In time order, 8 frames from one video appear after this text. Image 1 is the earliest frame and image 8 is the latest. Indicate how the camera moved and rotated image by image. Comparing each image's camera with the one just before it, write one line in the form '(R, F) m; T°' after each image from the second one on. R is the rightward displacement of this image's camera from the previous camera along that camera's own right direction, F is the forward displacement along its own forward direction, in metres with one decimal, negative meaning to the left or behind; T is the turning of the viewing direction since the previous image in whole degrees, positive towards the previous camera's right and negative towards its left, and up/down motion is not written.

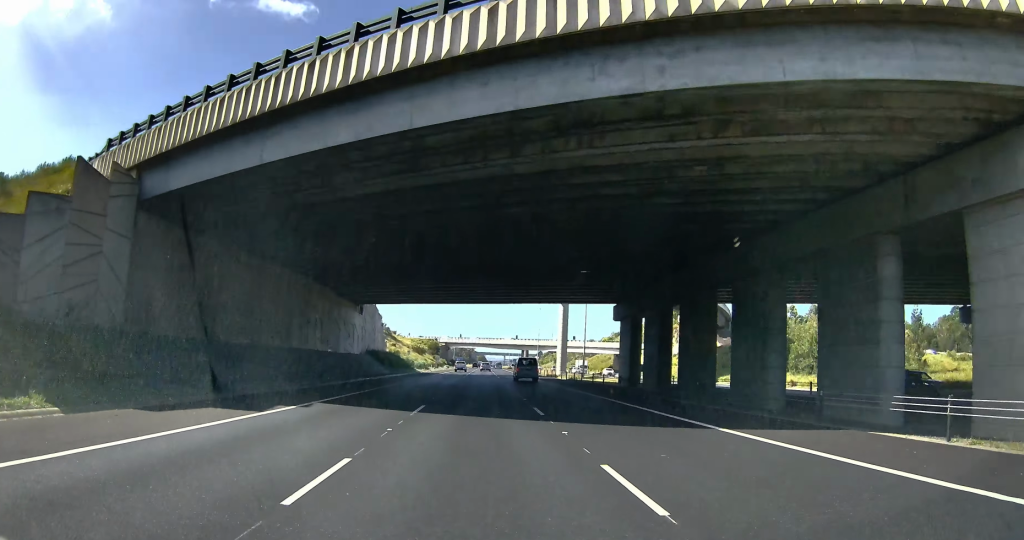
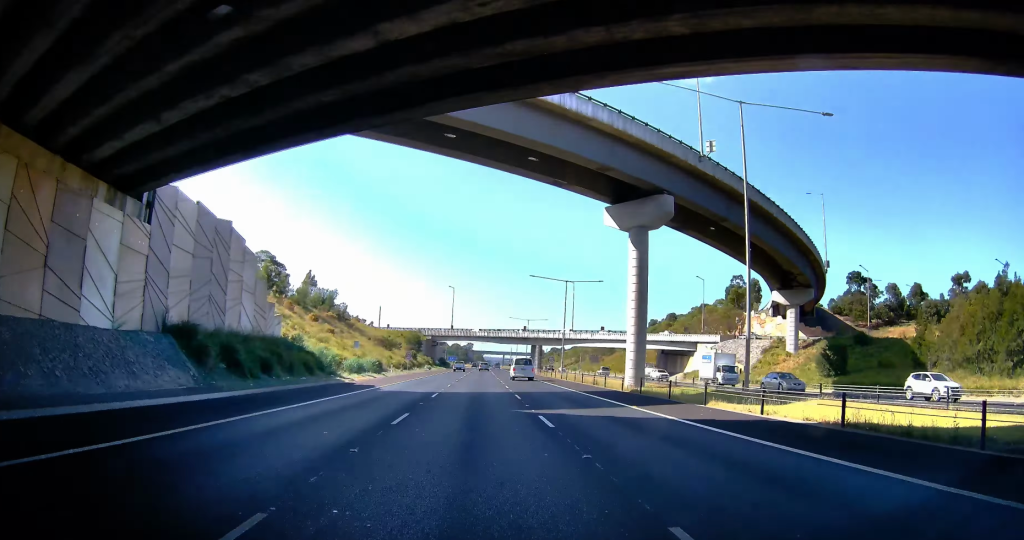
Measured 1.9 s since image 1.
(-0.4, +50.9) m; -1°
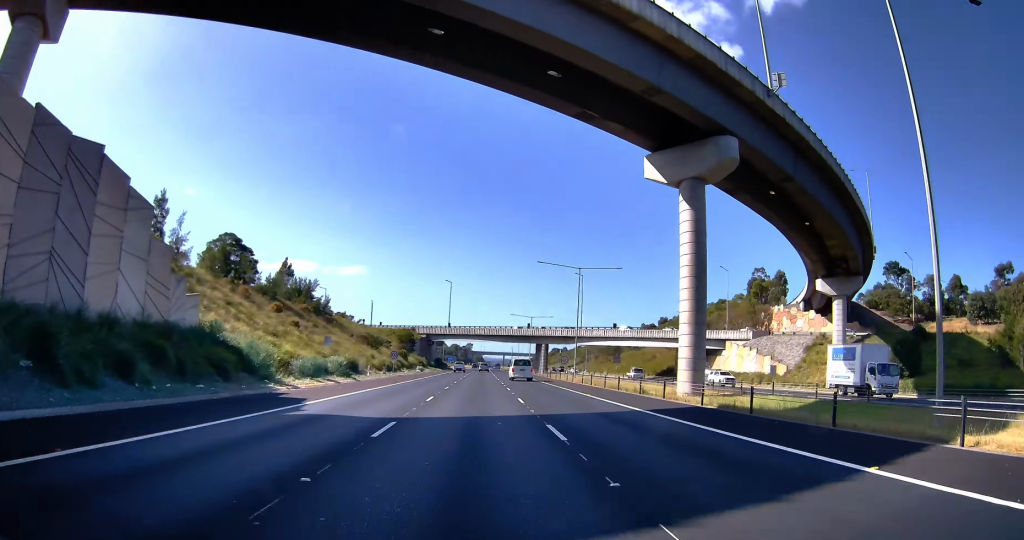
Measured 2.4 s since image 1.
(+0.2, +14.3) m; -1°
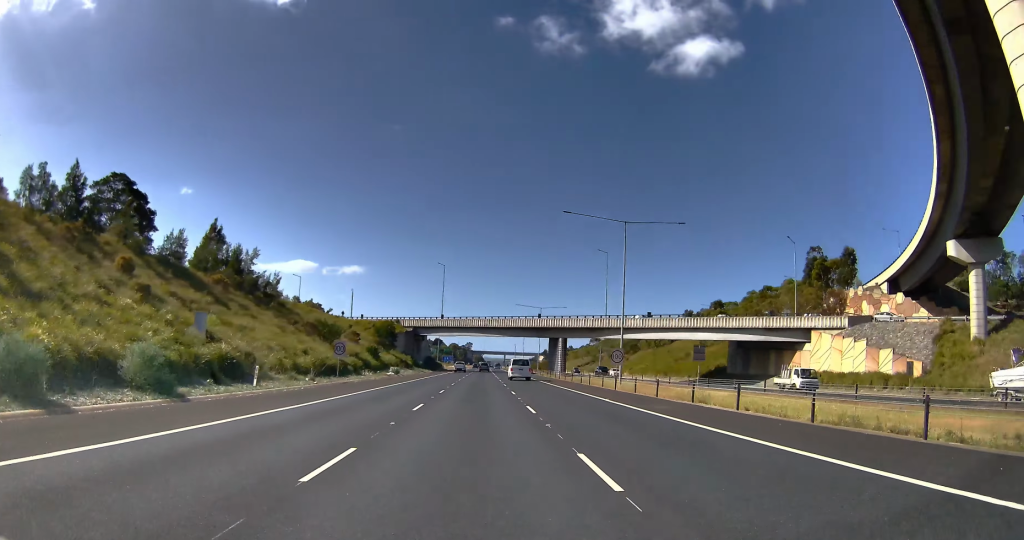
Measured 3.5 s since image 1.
(-0.8, +28.4) m; -2°
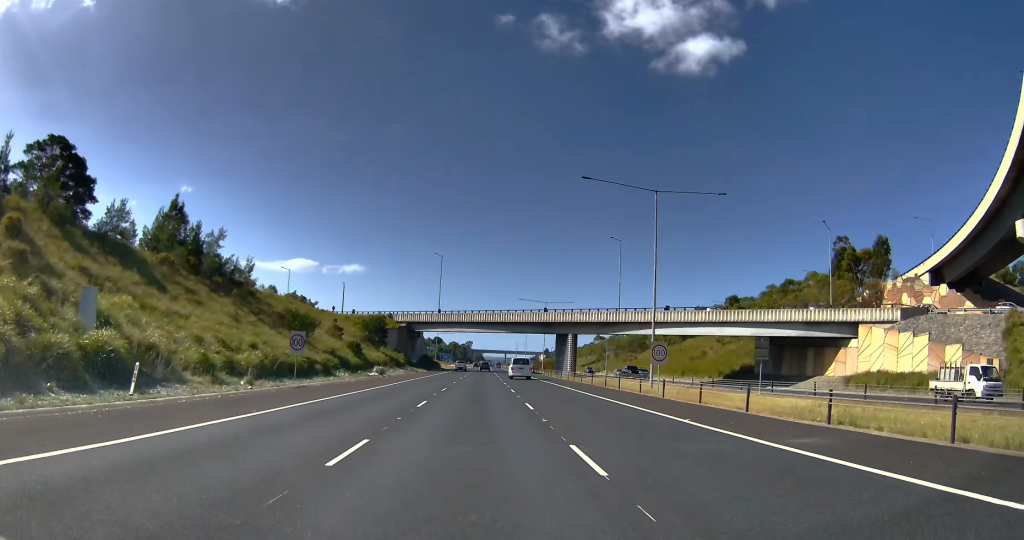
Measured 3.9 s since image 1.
(-0.1, +10.4) m; 0°
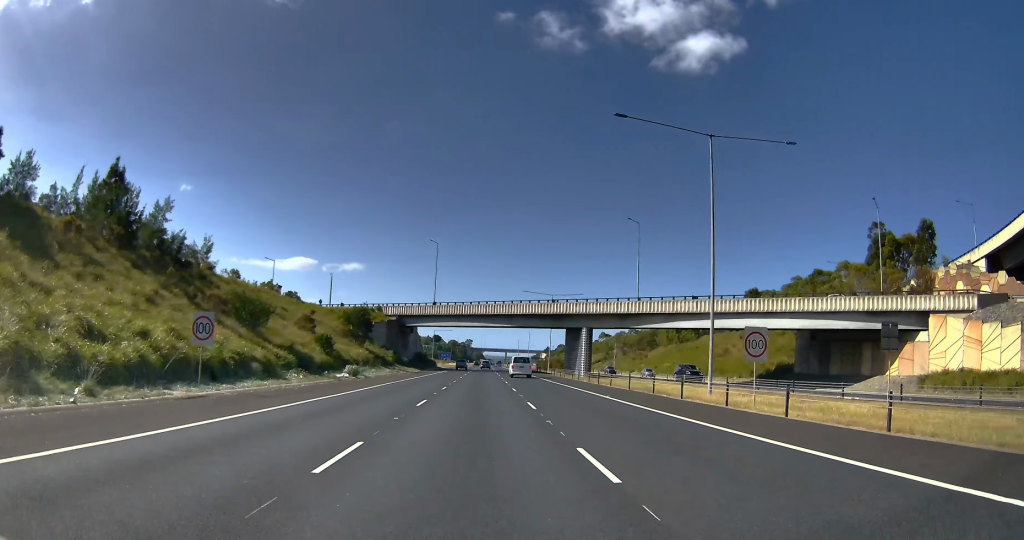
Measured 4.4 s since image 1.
(0.0, +12.2) m; 0°
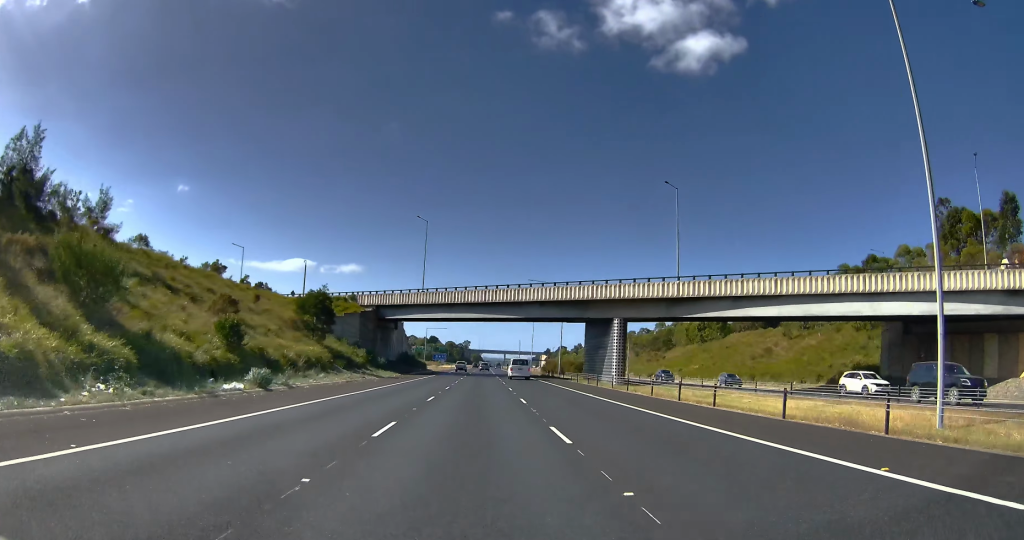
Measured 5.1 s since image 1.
(0.0, +18.2) m; 0°
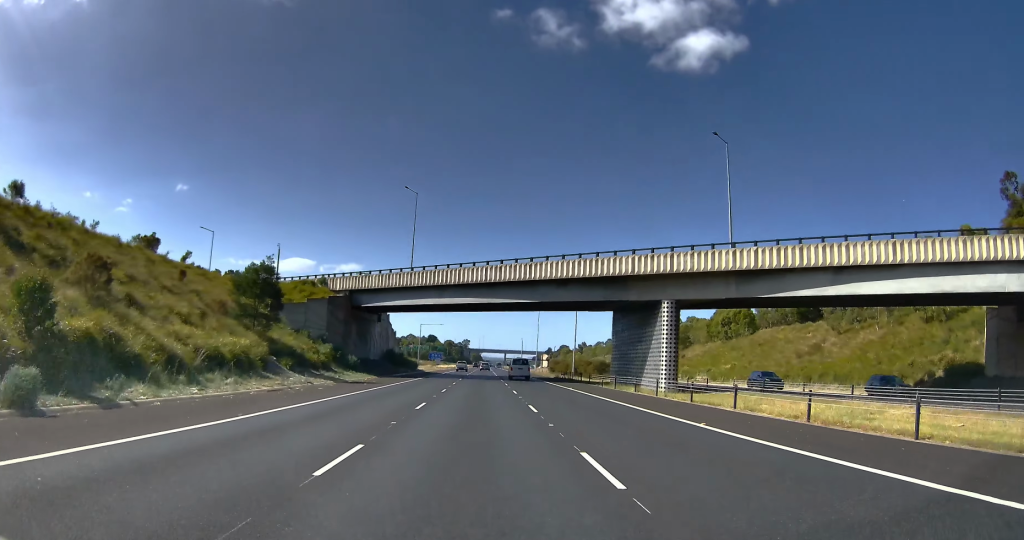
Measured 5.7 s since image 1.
(0.0, +14.3) m; 0°
